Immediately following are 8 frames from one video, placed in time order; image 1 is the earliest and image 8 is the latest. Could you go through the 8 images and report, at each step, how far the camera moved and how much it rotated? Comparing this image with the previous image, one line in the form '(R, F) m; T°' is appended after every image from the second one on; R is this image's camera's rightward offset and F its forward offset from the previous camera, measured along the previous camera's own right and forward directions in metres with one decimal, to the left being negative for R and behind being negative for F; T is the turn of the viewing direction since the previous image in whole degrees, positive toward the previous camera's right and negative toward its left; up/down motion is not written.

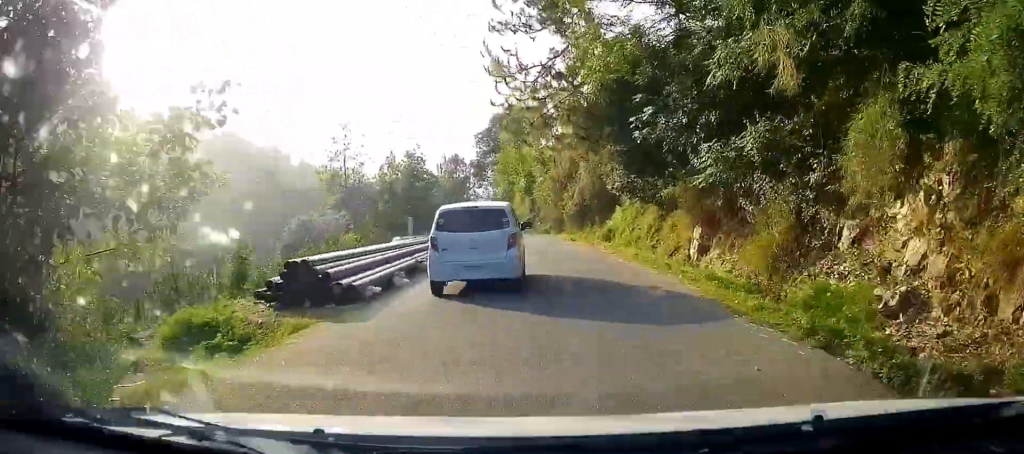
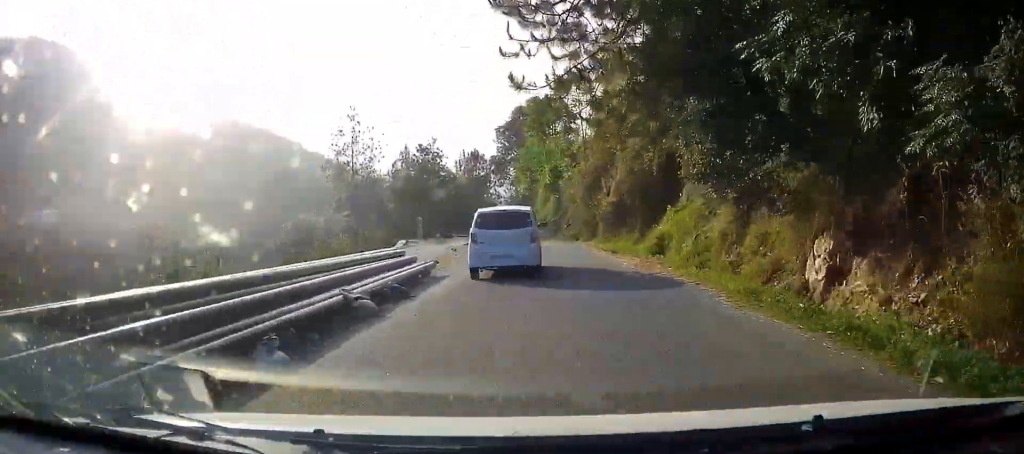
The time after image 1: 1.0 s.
(-0.3, +8.8) m; -5°
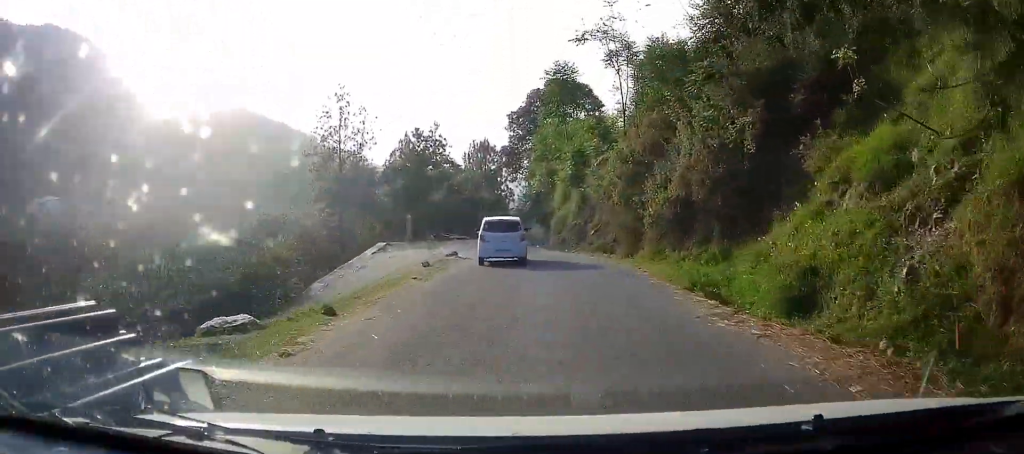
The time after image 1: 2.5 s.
(-1.0, +14.9) m; -4°
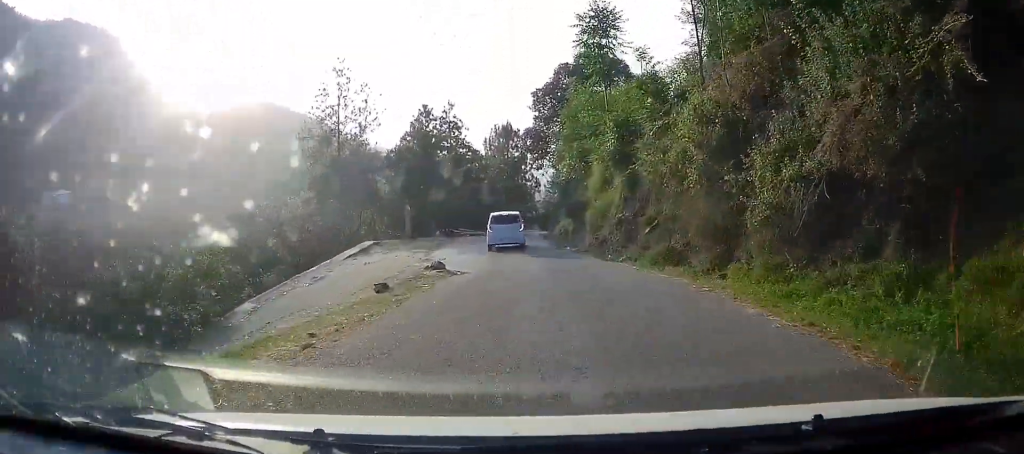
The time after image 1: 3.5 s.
(-0.2, +9.6) m; -3°
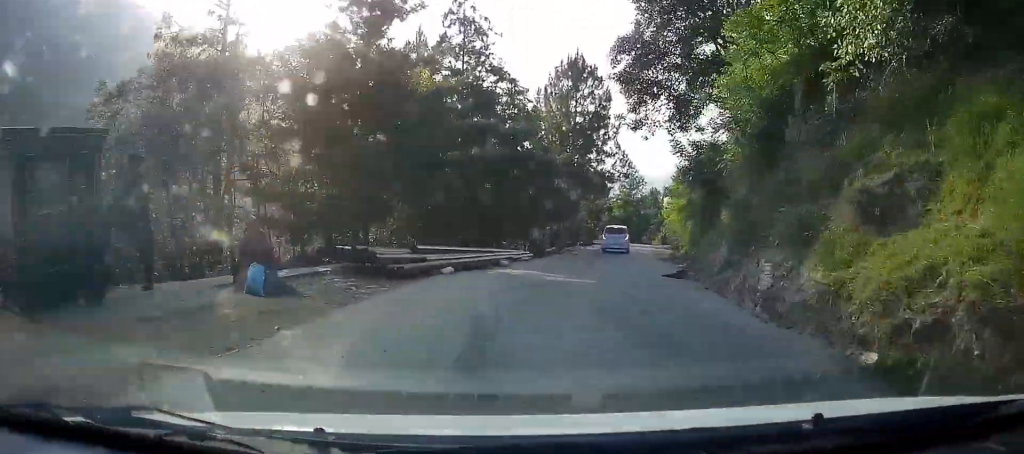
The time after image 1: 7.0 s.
(-1.2, +23.7) m; -3°
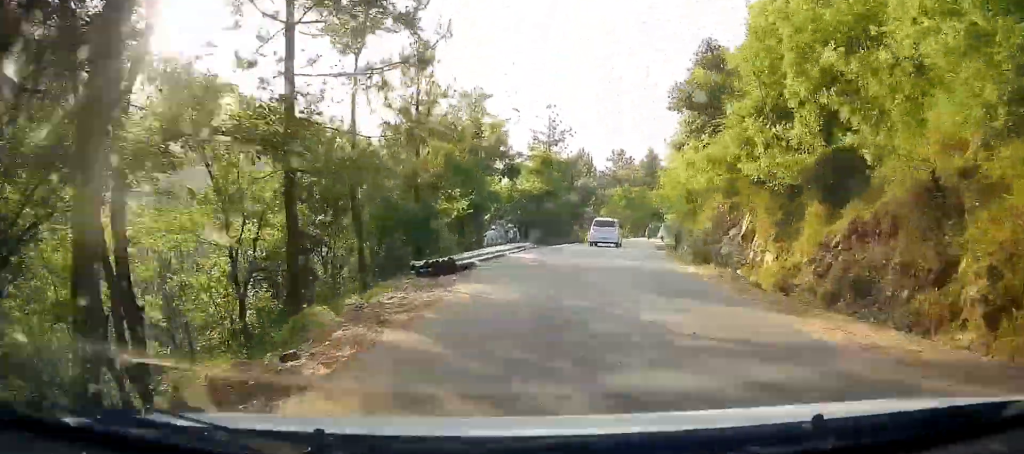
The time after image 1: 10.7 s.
(+0.7, +32.2) m; +5°
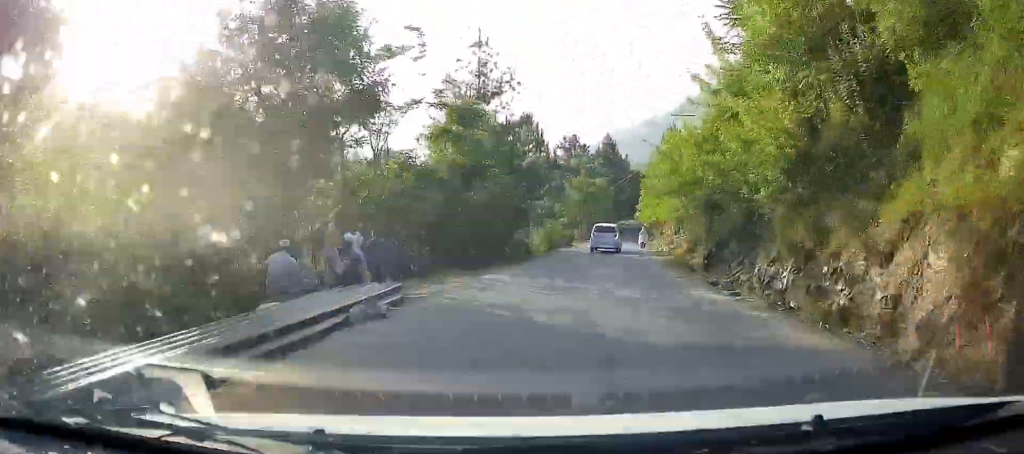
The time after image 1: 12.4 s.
(+0.7, +16.0) m; +6°
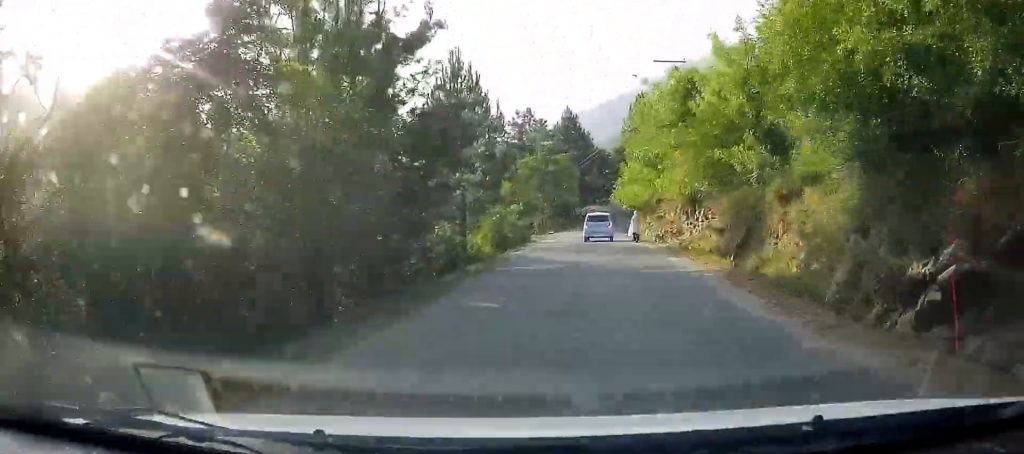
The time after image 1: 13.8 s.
(+0.5, +13.2) m; +5°
